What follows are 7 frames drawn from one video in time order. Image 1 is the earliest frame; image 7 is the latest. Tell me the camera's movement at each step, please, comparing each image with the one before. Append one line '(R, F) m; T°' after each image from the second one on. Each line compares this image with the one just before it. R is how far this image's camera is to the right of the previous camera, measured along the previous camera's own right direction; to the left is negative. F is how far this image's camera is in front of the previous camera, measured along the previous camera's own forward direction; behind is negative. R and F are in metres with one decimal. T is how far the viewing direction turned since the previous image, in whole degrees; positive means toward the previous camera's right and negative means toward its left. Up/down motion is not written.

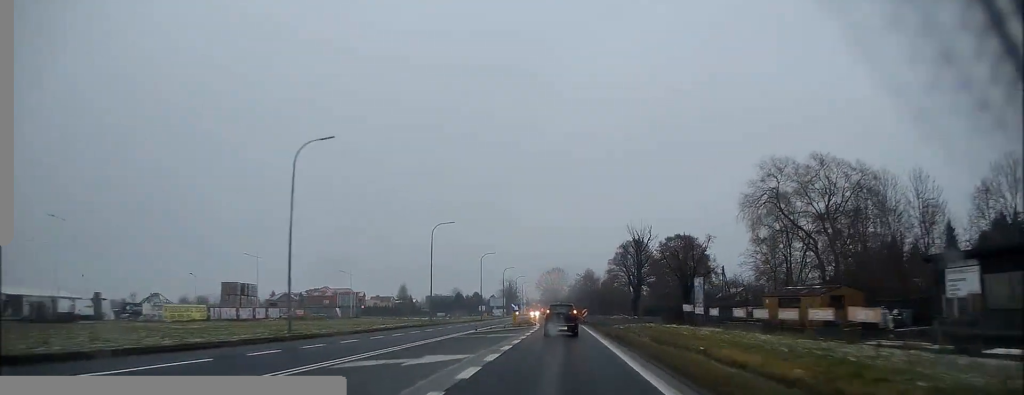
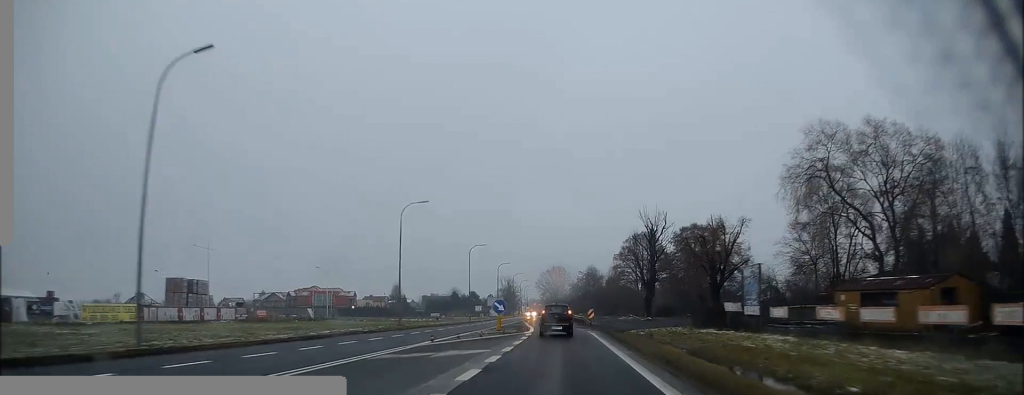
(0.0, +12.2) m; -1°
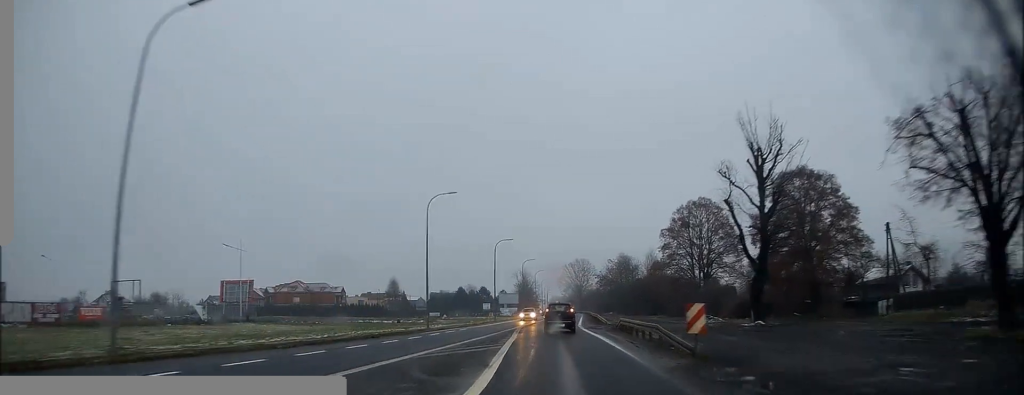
(-0.2, +34.7) m; -1°
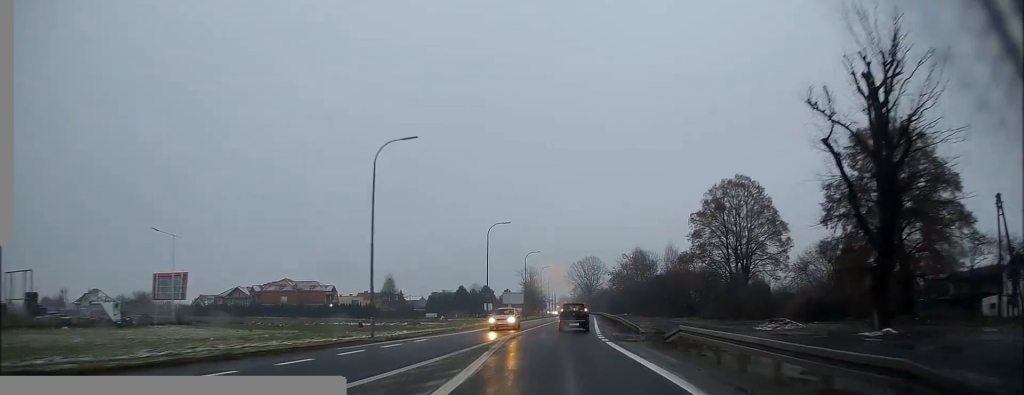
(-0.4, +14.9) m; -2°
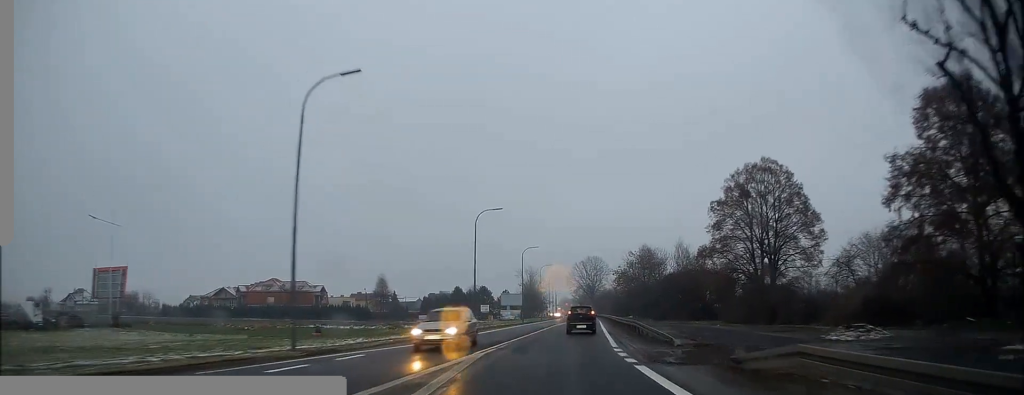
(0.0, +9.2) m; 0°
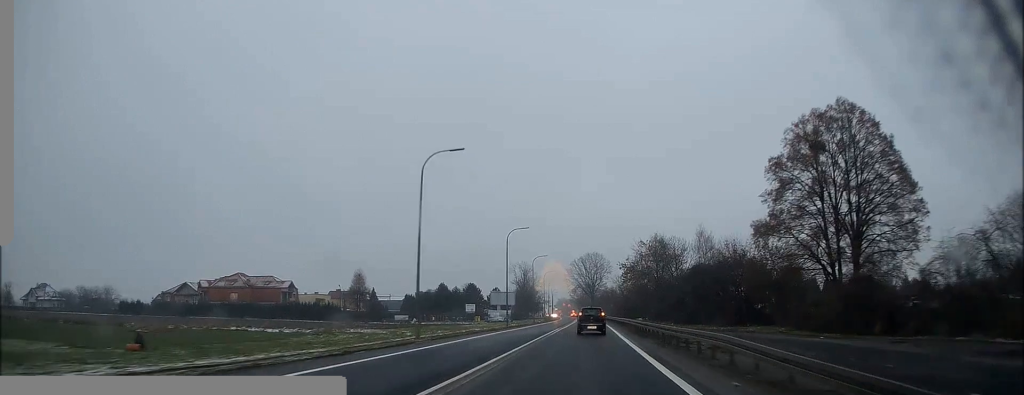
(0.0, +18.5) m; +1°
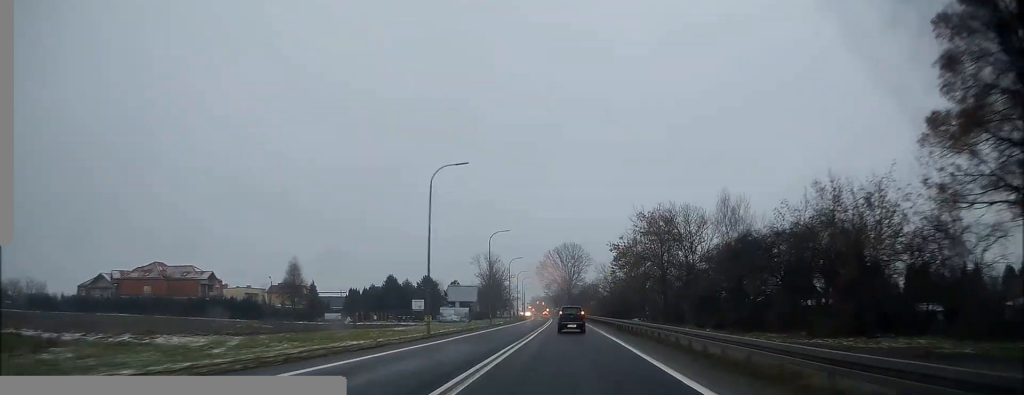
(+0.2, +26.4) m; 0°
